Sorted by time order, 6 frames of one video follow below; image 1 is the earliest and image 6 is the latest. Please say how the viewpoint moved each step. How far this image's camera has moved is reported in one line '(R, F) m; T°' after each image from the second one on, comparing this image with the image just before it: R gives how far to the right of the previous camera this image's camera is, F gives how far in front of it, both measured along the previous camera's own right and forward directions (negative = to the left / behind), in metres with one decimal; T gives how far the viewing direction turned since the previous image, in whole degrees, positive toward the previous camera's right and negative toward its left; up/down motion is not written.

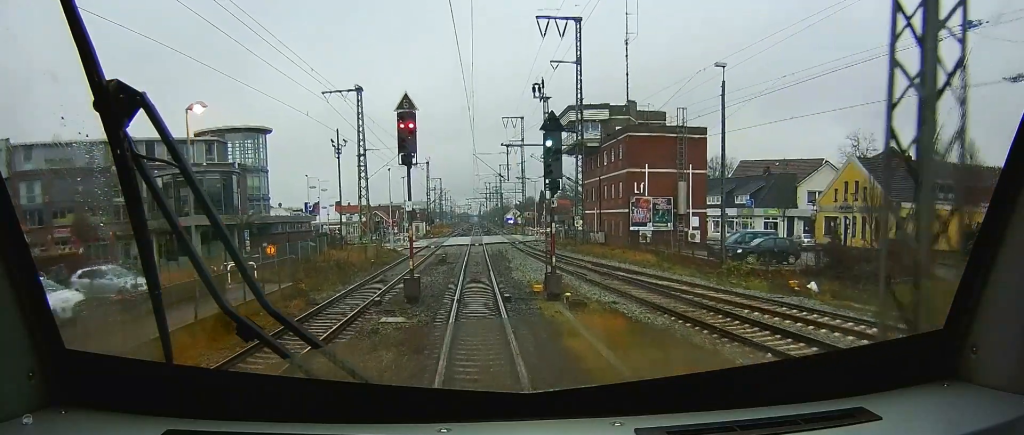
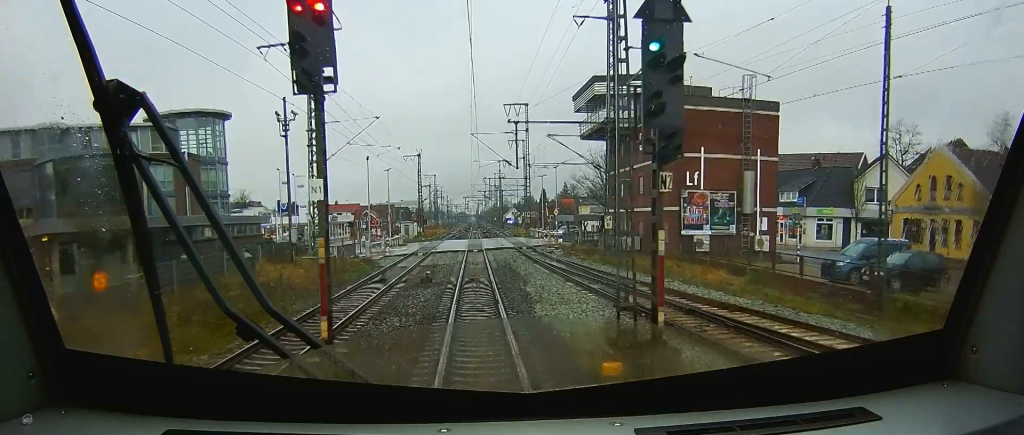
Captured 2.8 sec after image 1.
(+0.5, +13.4) m; +3°
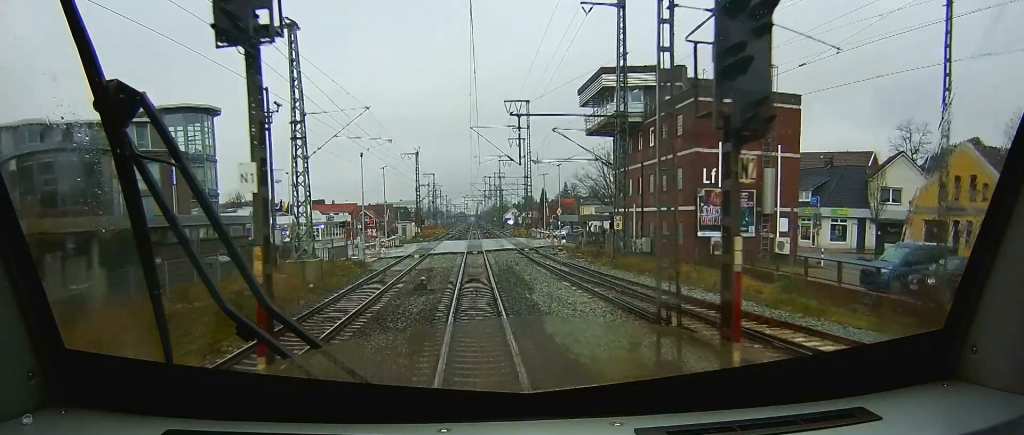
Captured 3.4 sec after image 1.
(0.0, +2.9) m; 0°
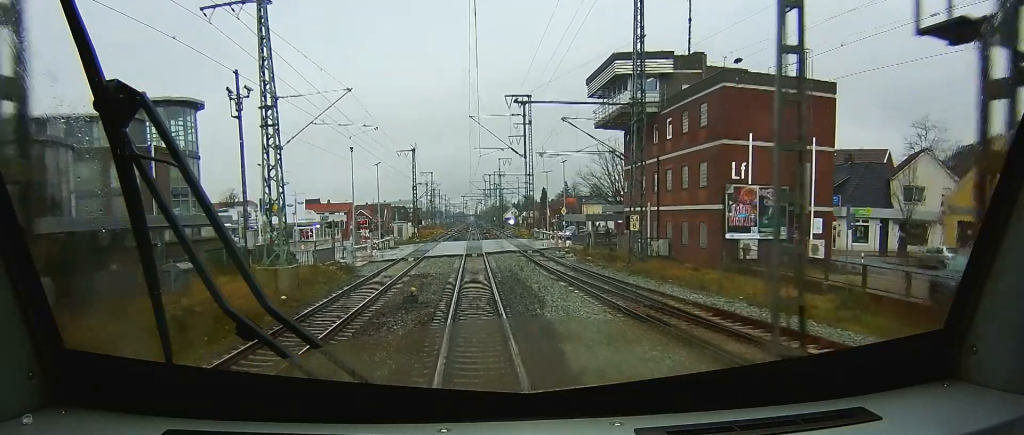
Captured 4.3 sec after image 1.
(0.0, +4.6) m; -1°
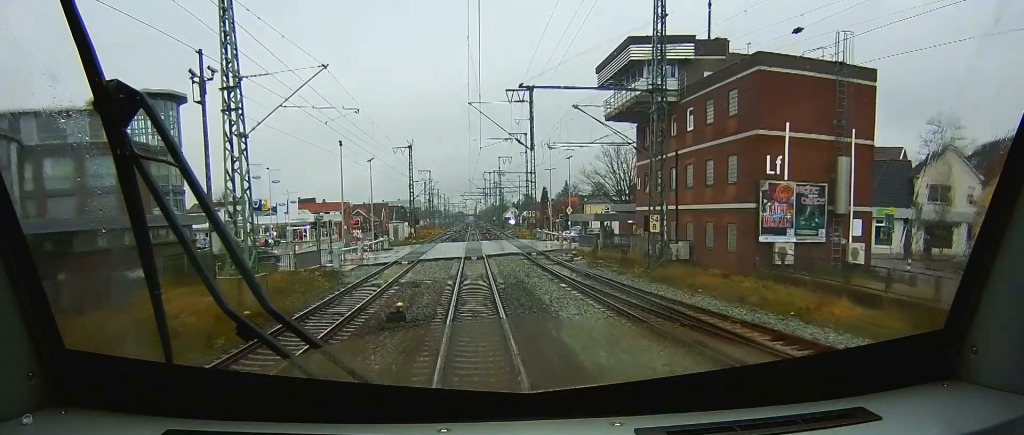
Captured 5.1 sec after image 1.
(0.0, +4.5) m; -1°
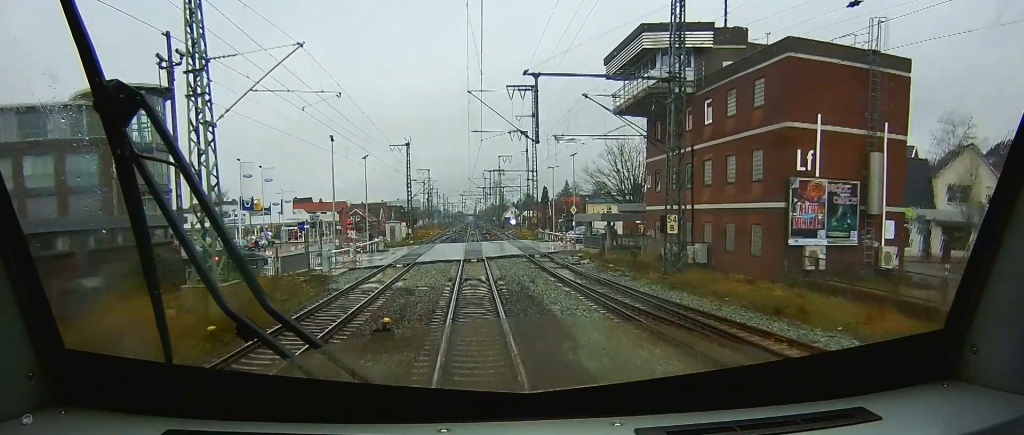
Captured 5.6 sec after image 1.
(0.0, +3.1) m; -1°
